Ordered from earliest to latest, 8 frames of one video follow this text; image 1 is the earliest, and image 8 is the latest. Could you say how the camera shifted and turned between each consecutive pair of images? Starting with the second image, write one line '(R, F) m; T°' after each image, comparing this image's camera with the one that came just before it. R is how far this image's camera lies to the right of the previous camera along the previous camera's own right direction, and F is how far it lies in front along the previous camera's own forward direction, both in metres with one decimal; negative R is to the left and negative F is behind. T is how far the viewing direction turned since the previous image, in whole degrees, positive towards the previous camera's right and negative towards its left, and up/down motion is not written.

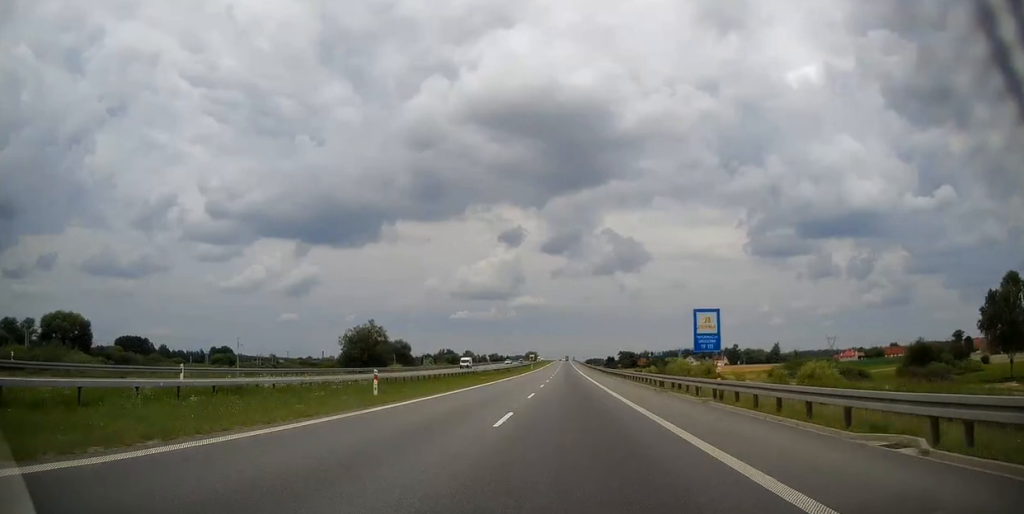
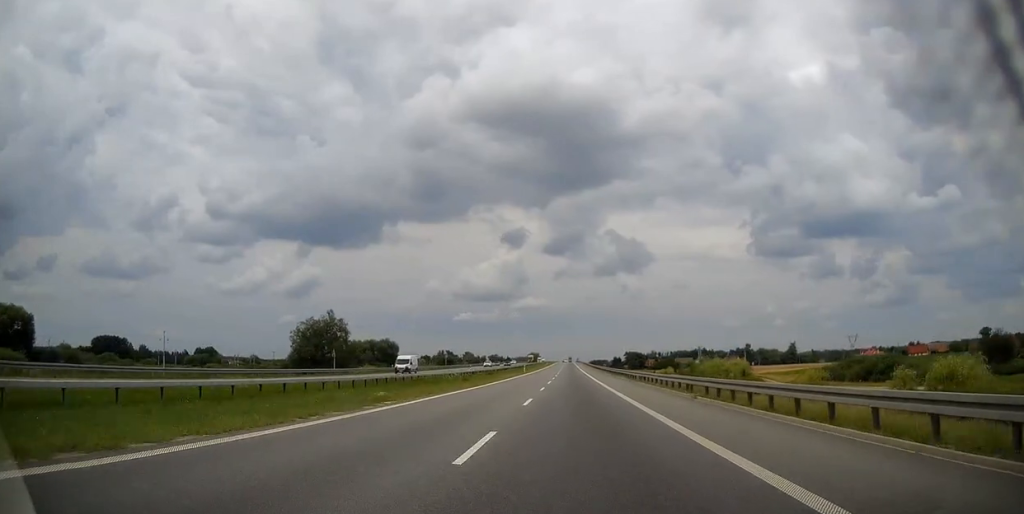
(-0.1, +29.1) m; 0°
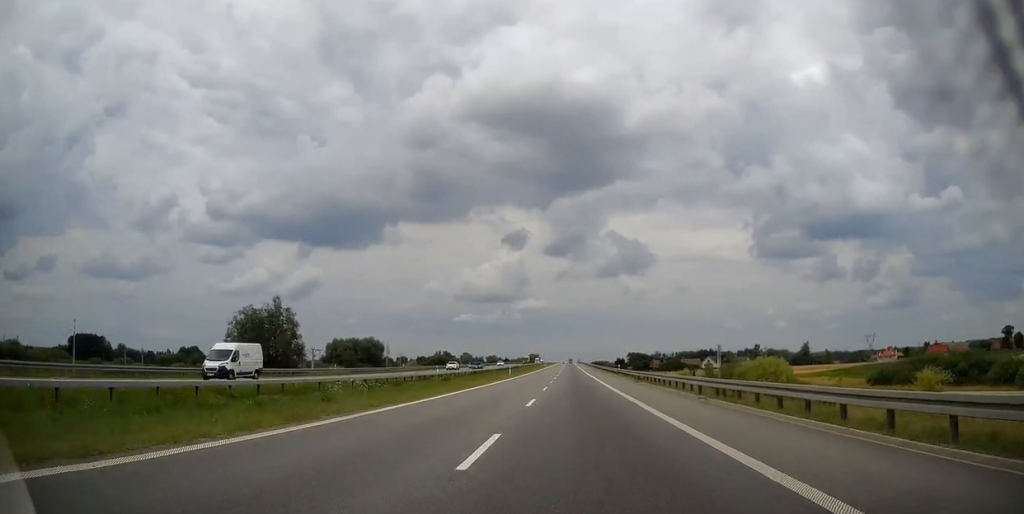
(0.0, +24.5) m; 0°
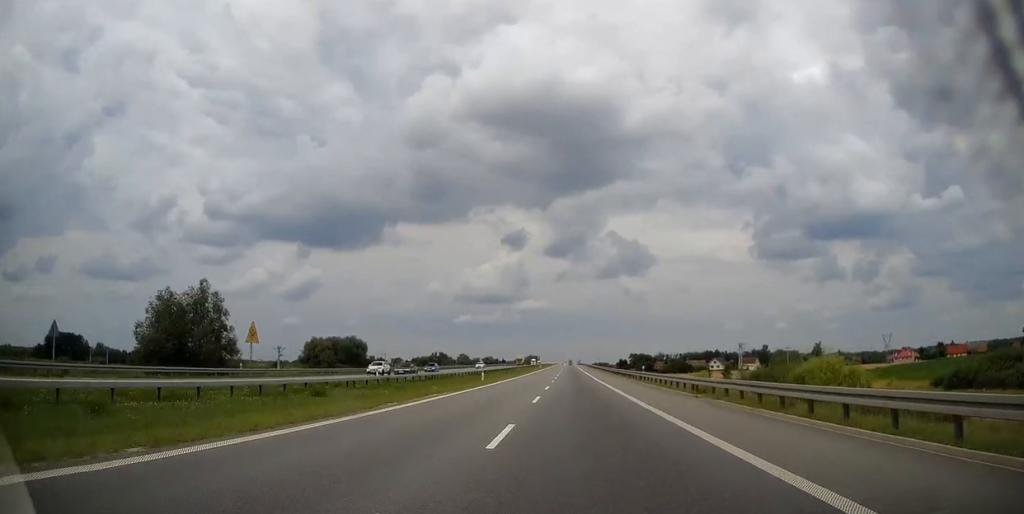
(0.0, +22.1) m; 0°
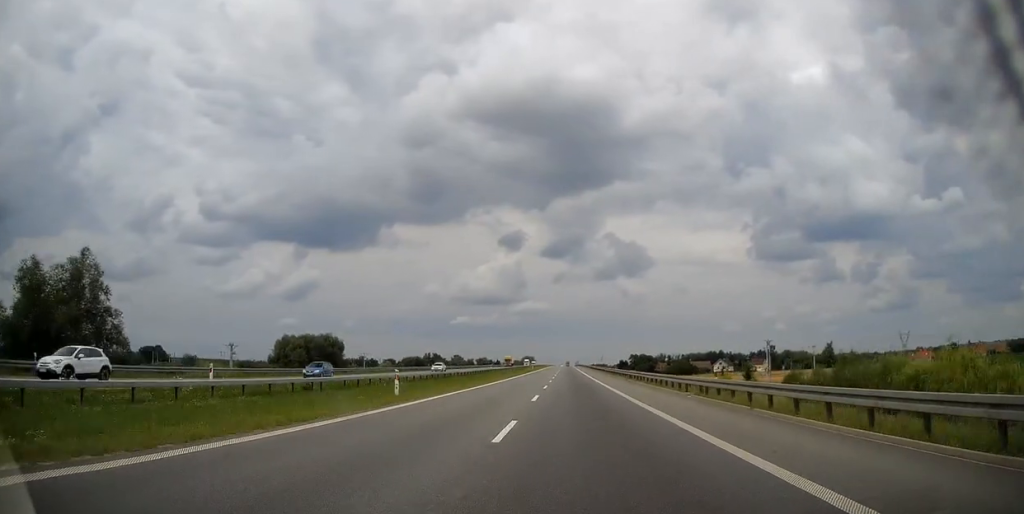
(0.0, +23.3) m; 0°
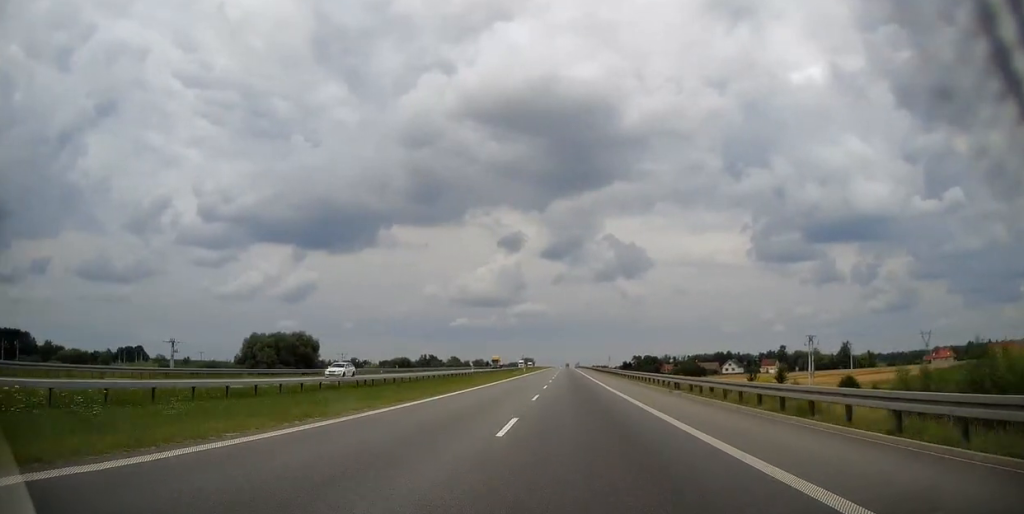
(0.0, +23.2) m; 0°
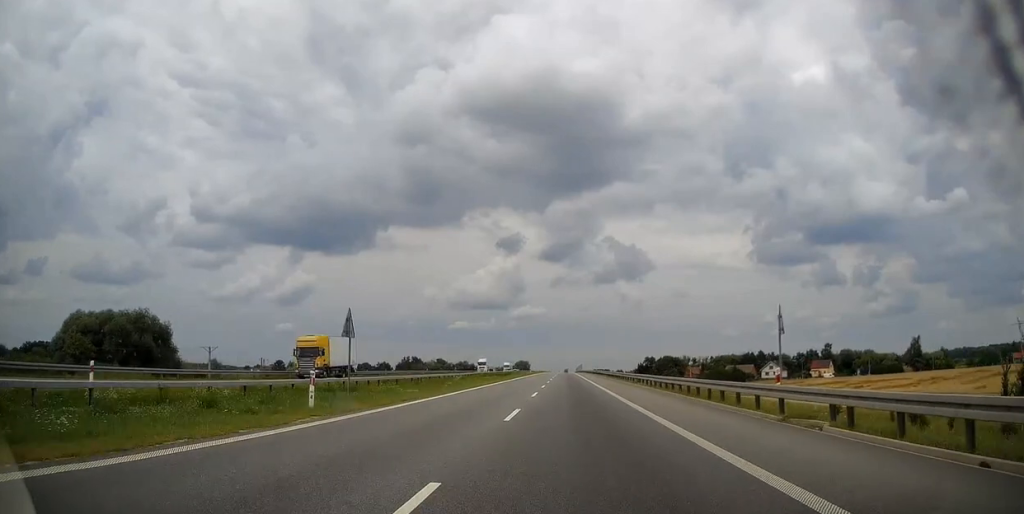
(0.0, +80.9) m; 0°
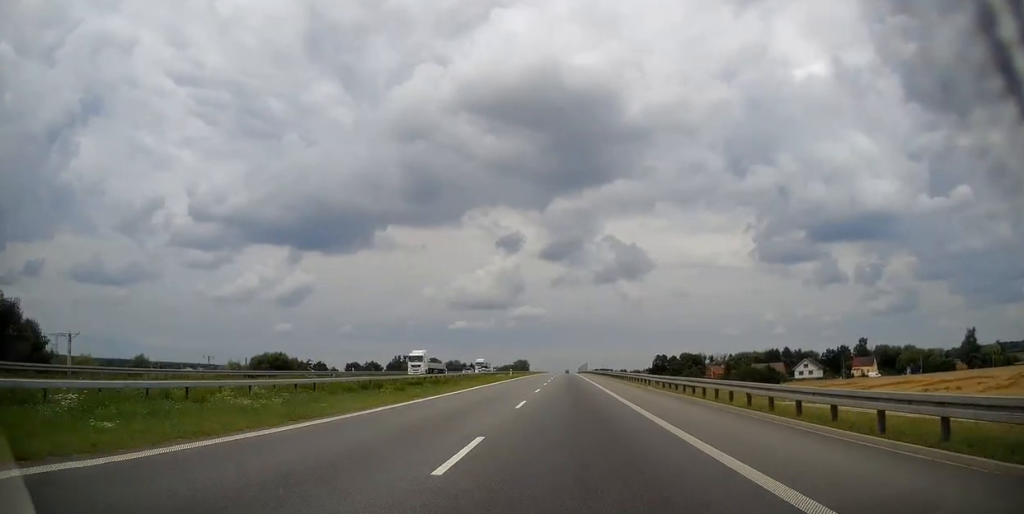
(+0.1, +43.7) m; 0°
